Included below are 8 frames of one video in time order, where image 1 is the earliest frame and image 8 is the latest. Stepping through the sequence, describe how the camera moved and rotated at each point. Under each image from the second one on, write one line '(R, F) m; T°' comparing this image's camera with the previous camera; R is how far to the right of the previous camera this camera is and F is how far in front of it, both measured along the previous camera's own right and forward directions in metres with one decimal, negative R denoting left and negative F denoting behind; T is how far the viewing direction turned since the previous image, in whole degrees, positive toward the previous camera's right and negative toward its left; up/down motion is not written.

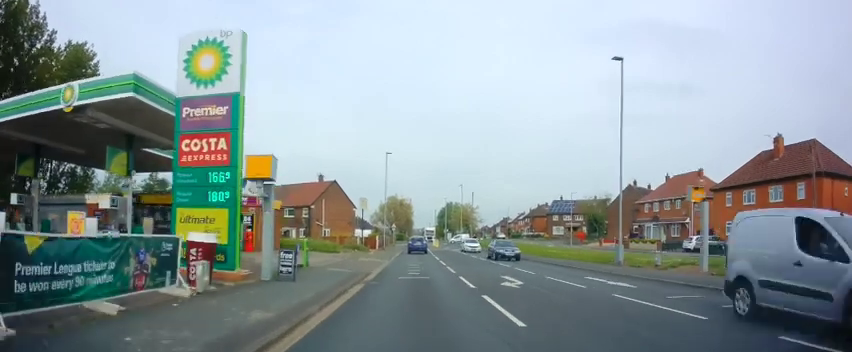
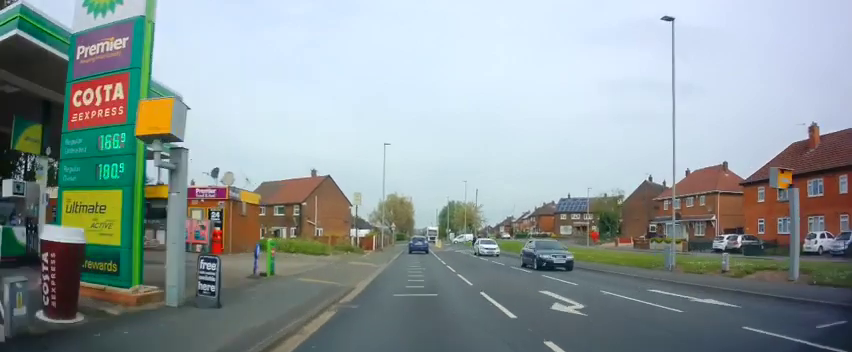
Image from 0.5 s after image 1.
(-0.1, +5.0) m; 0°
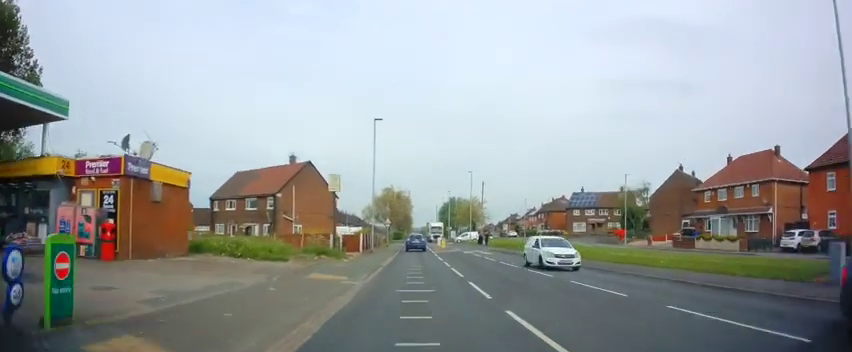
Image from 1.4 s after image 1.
(+0.5, +9.6) m; +1°
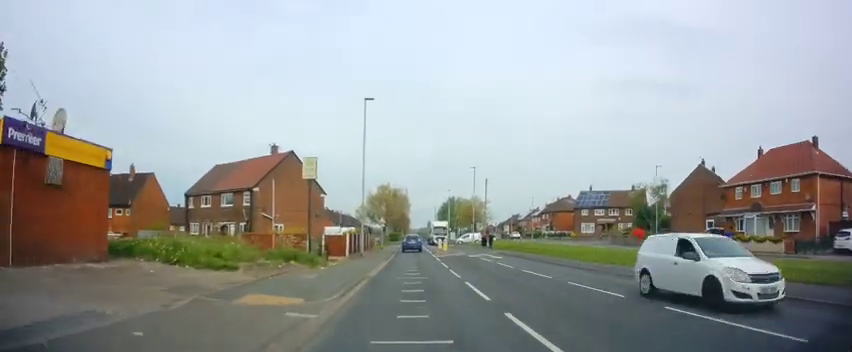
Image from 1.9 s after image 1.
(-0.2, +5.8) m; -1°
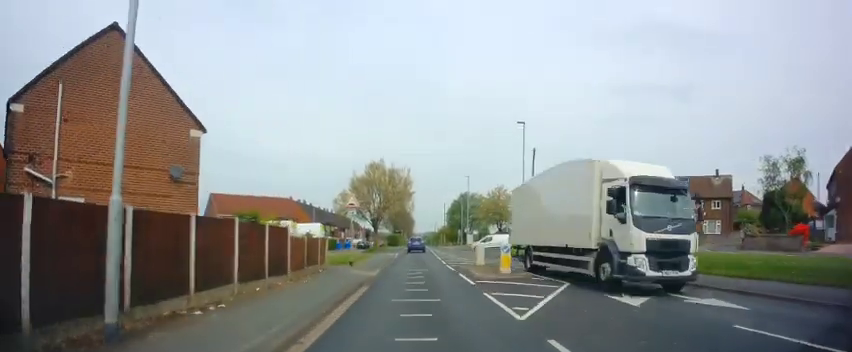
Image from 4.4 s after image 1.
(-0.4, +25.5) m; -1°
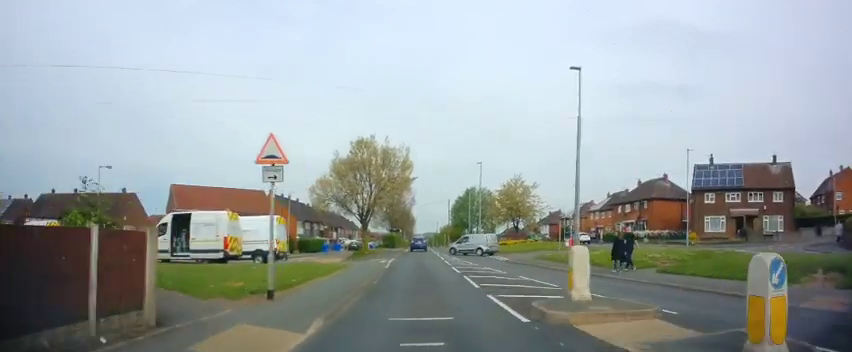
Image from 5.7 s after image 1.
(+0.1, +12.2) m; +1°
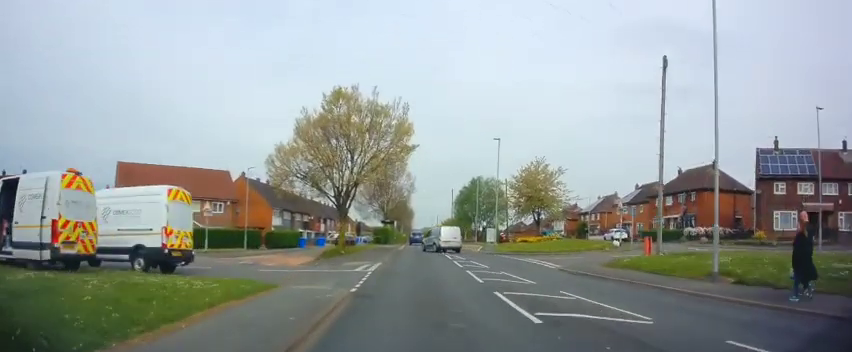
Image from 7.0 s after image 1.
(-0.1, +12.2) m; -1°
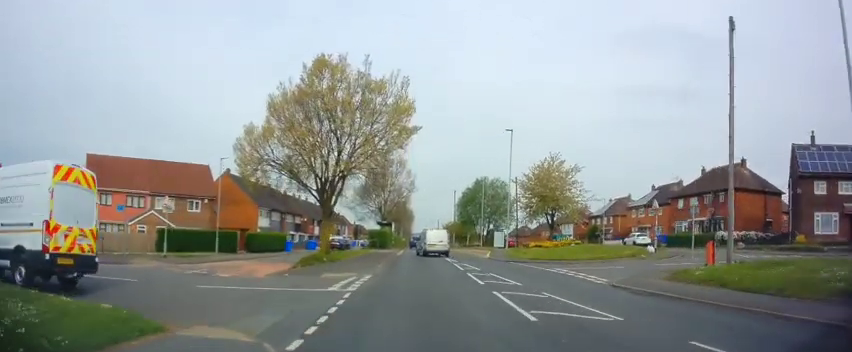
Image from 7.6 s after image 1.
(0.0, +5.7) m; +1°
